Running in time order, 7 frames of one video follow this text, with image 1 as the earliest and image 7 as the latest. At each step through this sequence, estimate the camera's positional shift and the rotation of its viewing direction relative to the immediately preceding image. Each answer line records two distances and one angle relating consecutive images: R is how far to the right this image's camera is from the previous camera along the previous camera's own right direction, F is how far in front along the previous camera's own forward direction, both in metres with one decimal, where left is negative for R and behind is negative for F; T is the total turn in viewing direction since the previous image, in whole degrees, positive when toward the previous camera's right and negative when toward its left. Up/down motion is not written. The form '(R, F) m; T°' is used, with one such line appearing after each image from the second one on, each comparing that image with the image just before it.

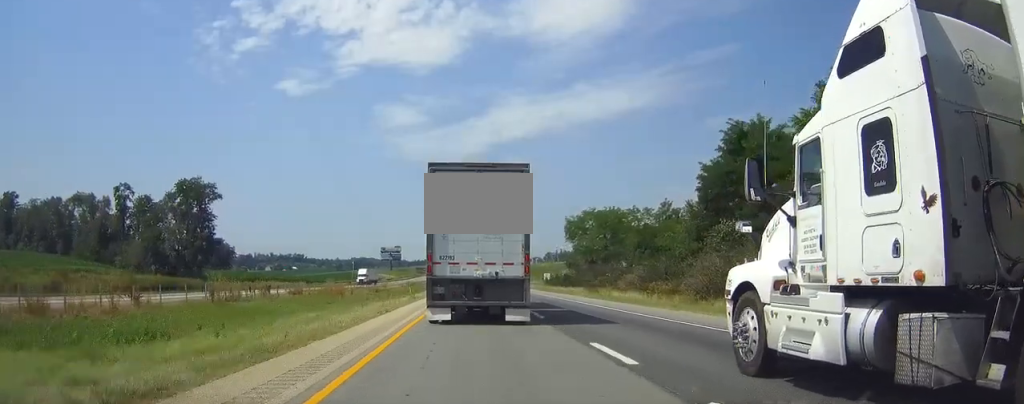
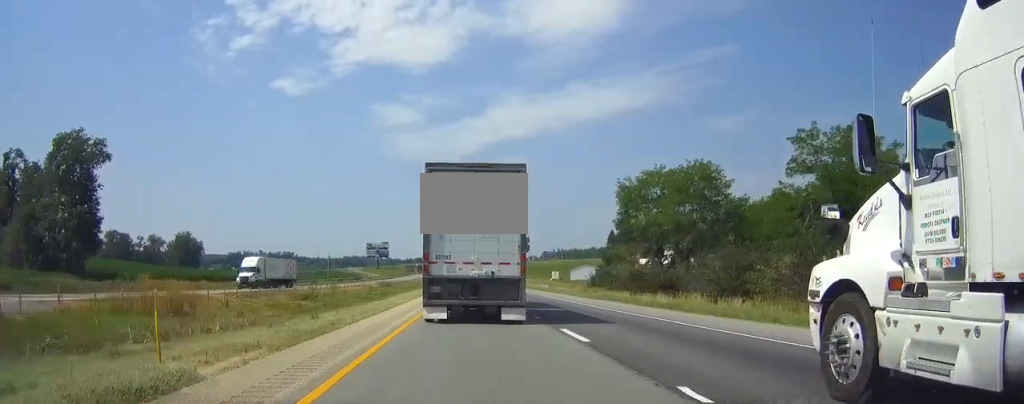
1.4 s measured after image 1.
(-0.1, +44.9) m; 0°
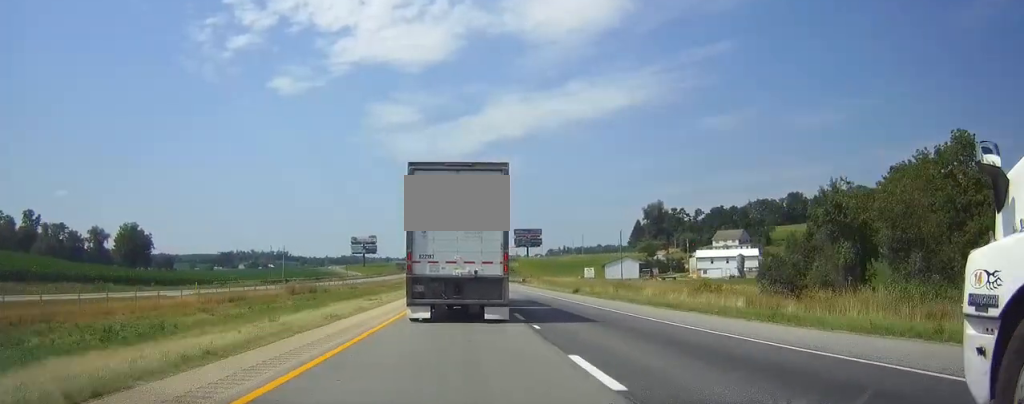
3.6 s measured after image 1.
(+0.3, +66.8) m; 0°
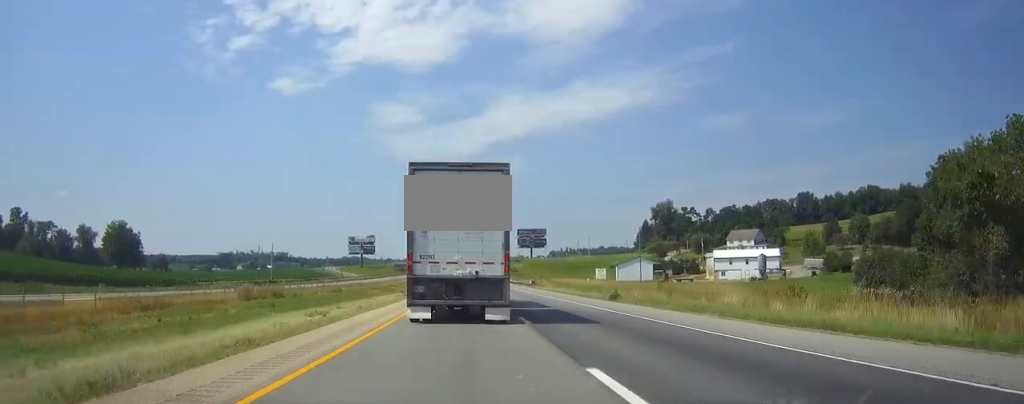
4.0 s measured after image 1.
(0.0, +13.6) m; 0°
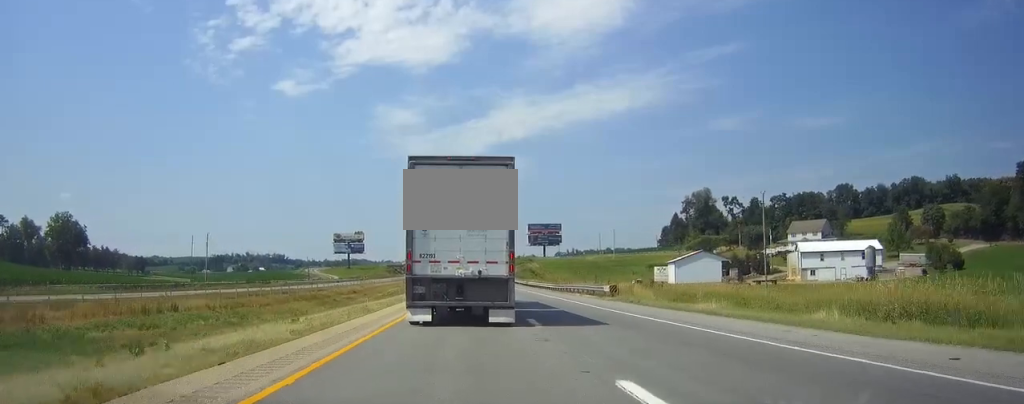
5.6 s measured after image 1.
(-0.2, +50.2) m; 0°
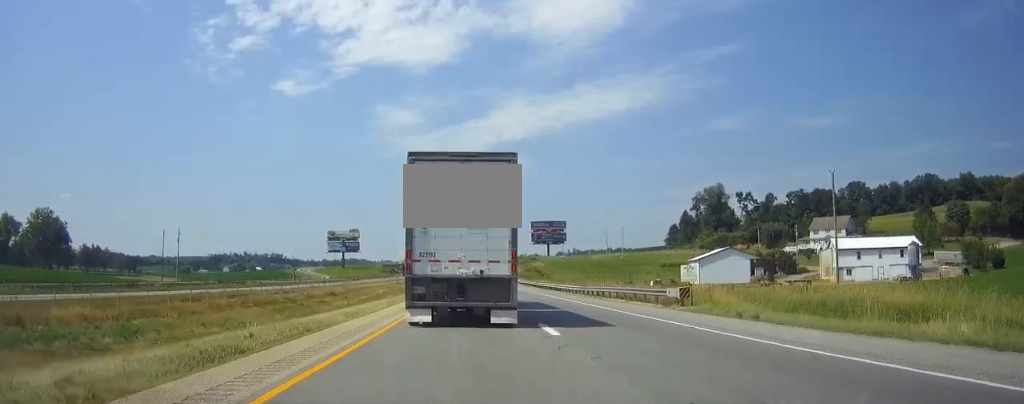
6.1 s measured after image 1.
(0.0, +14.6) m; 0°
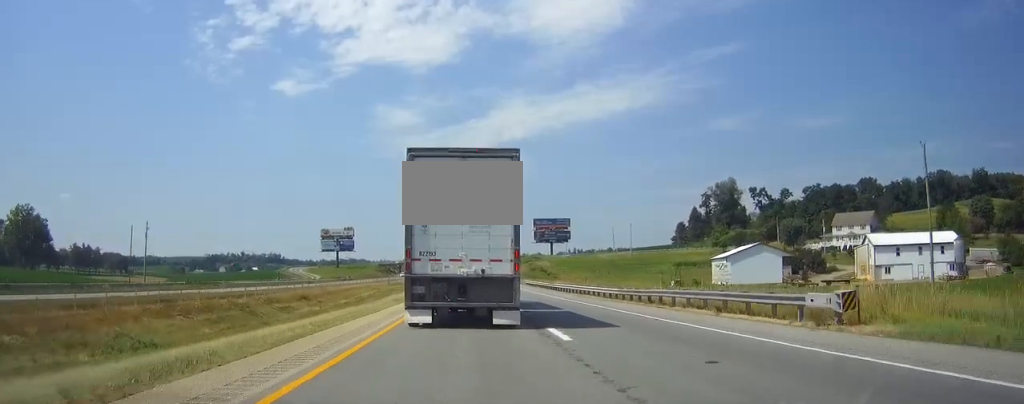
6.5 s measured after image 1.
(+0.1, +13.6) m; 0°
